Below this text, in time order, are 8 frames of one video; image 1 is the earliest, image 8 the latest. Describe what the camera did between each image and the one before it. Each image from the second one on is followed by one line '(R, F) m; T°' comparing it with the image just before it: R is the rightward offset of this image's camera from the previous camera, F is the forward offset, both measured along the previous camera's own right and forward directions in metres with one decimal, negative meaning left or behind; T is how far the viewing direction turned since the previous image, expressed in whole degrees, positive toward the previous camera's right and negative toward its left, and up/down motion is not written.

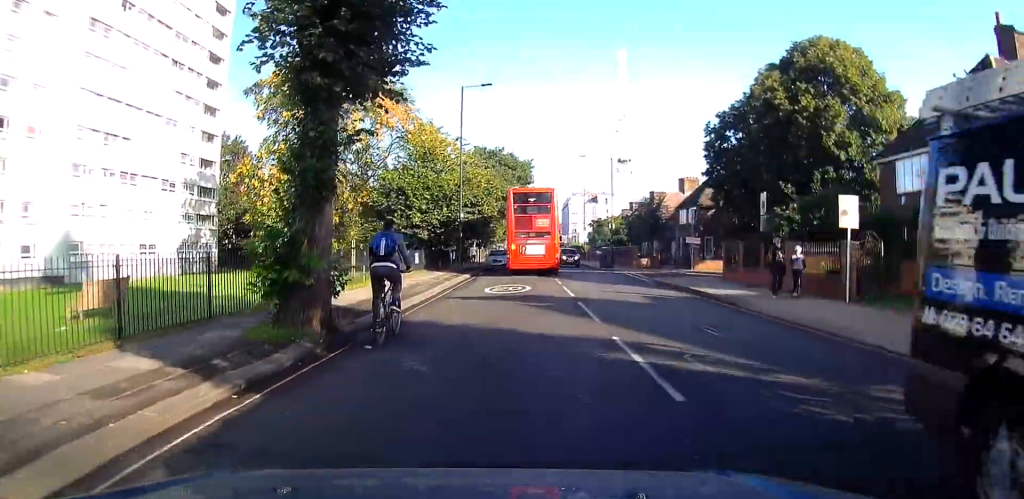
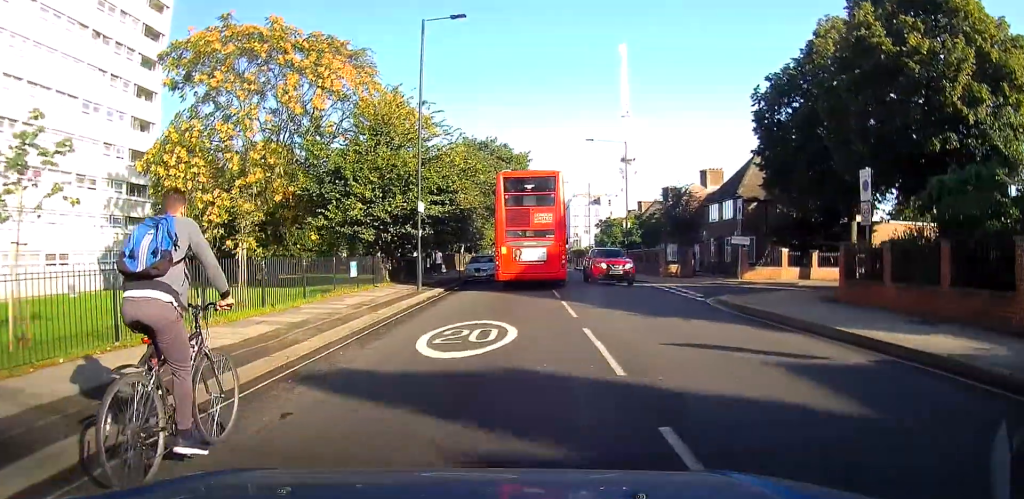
(+0.1, +11.3) m; +1°
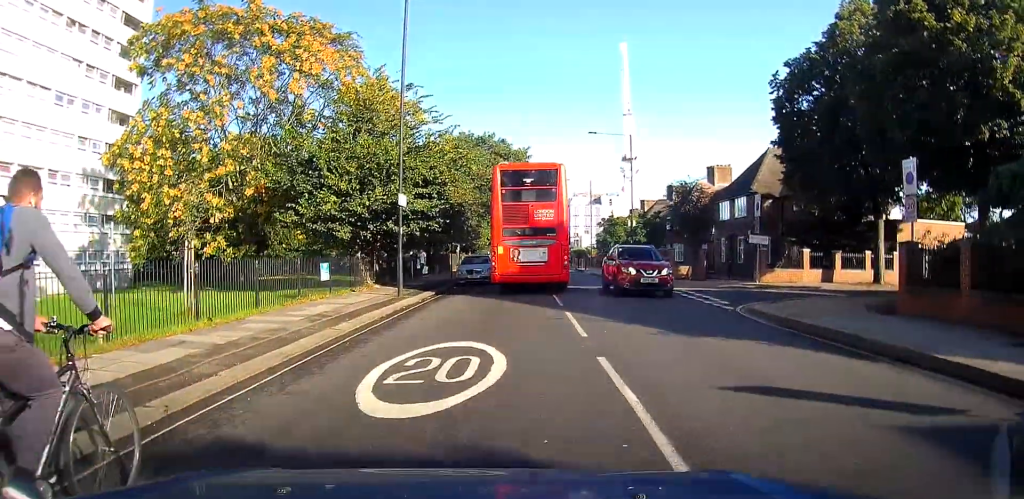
(0.0, +3.0) m; 0°
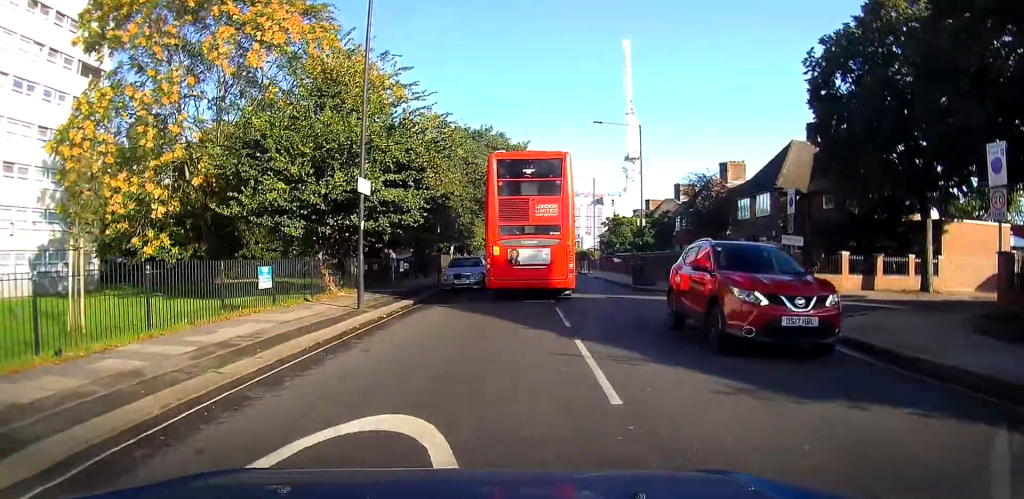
(-0.1, +4.3) m; 0°
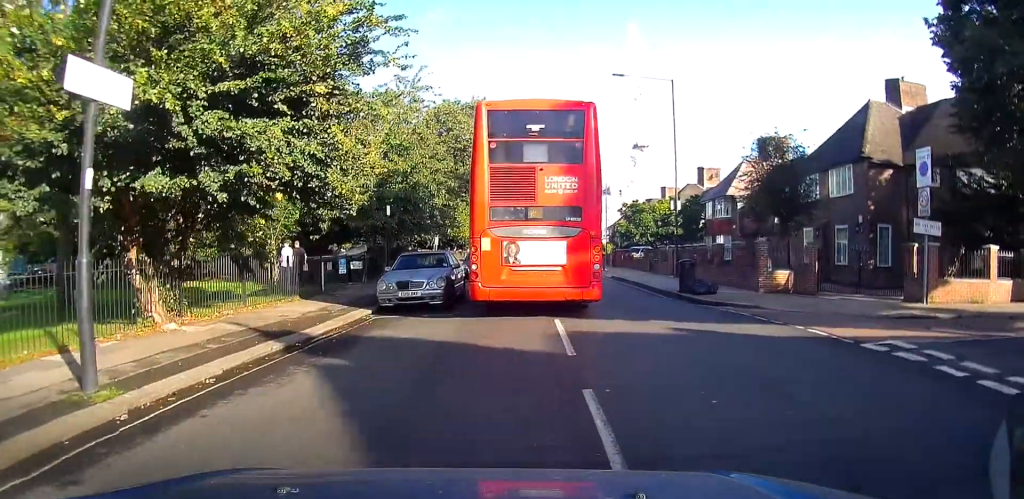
(0.0, +9.4) m; 0°
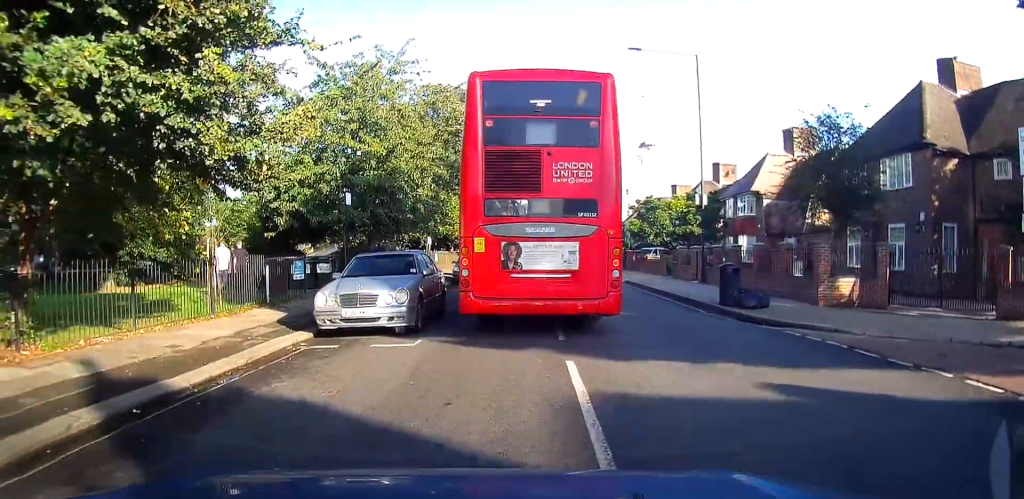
(0.0, +4.1) m; 0°
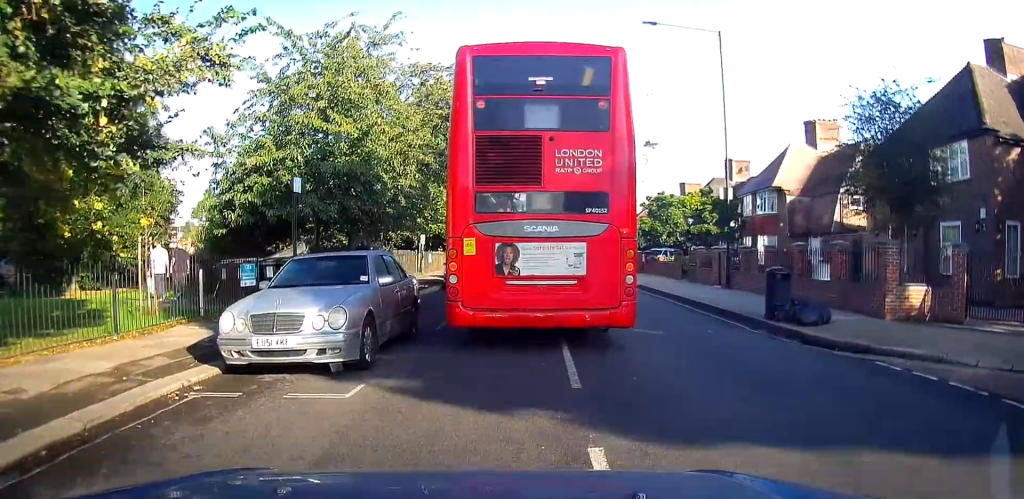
(0.0, +3.2) m; -1°
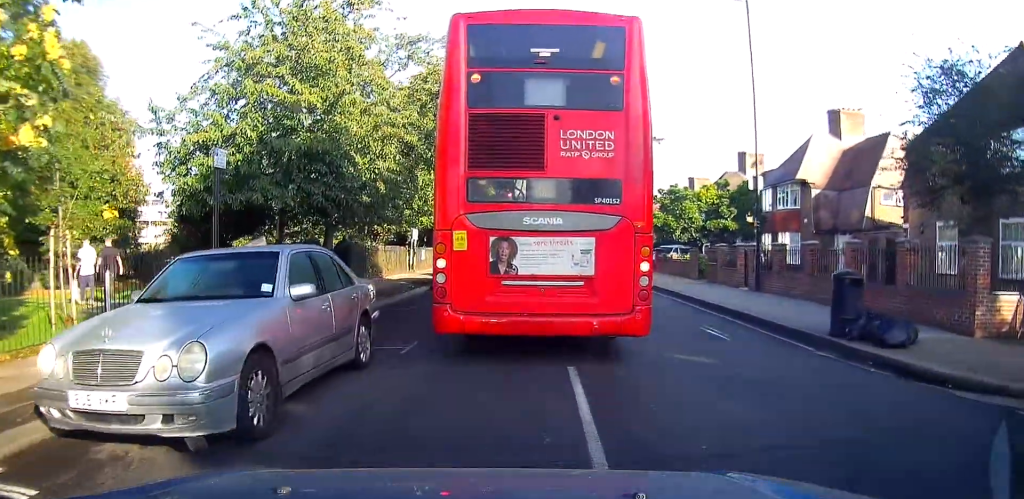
(0.0, +2.8) m; -1°
